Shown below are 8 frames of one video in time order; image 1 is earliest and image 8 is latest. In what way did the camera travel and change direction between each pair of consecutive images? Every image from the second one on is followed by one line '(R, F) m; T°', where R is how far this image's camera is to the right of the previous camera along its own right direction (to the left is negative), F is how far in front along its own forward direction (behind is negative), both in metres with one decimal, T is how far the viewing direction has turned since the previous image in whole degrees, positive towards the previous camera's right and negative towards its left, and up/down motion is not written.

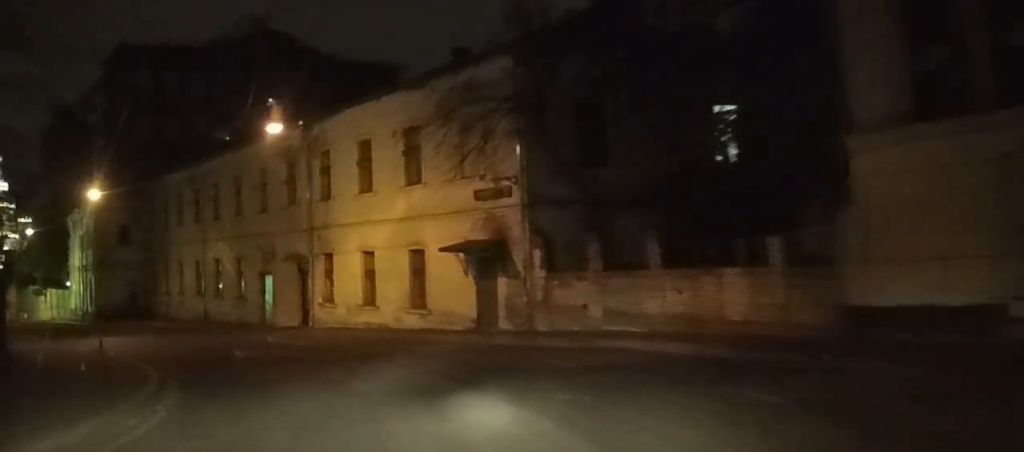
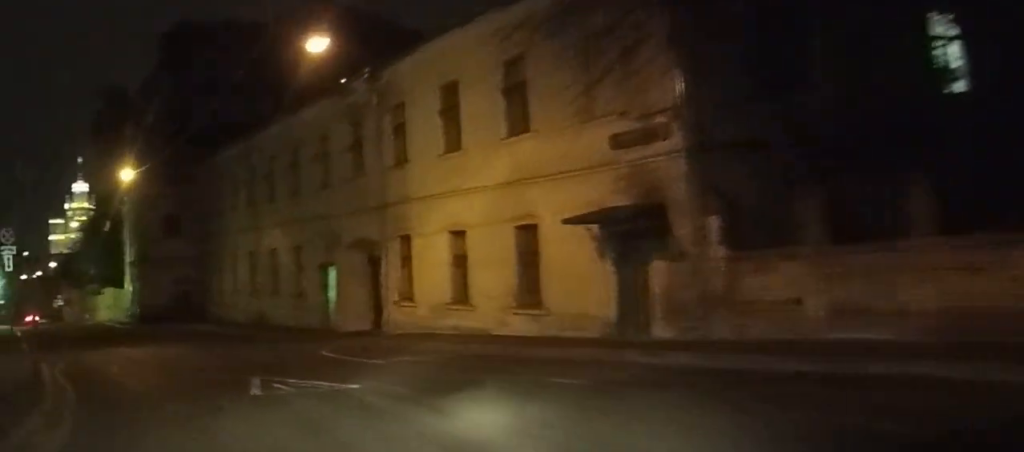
(-0.5, +7.9) m; -8°
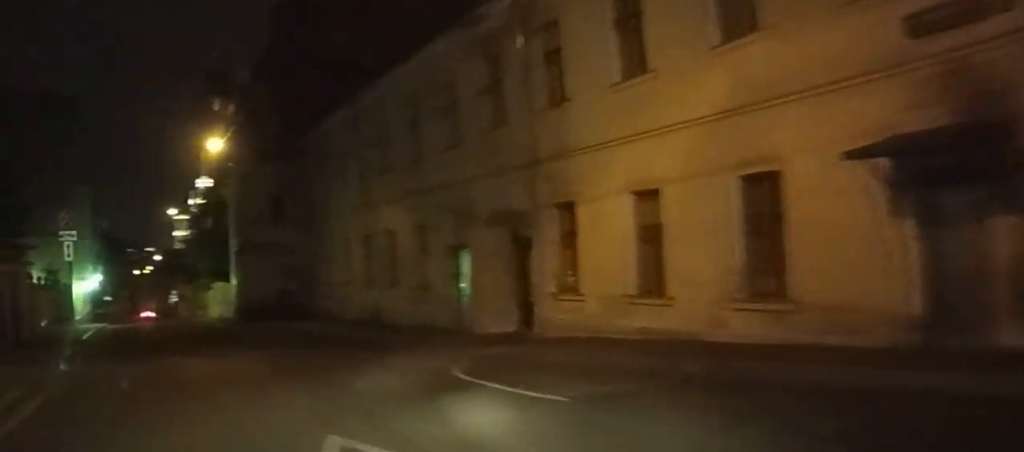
(-0.5, +7.2) m; -6°
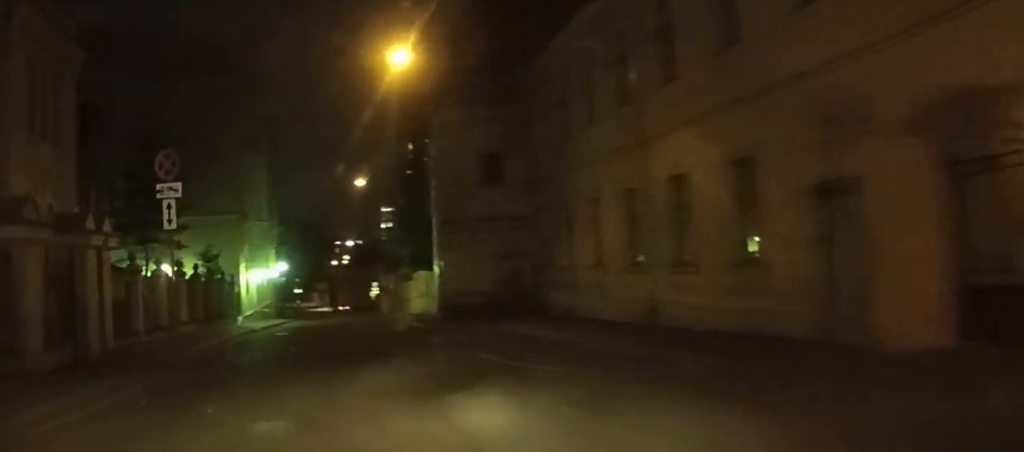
(-0.9, +12.2) m; -7°
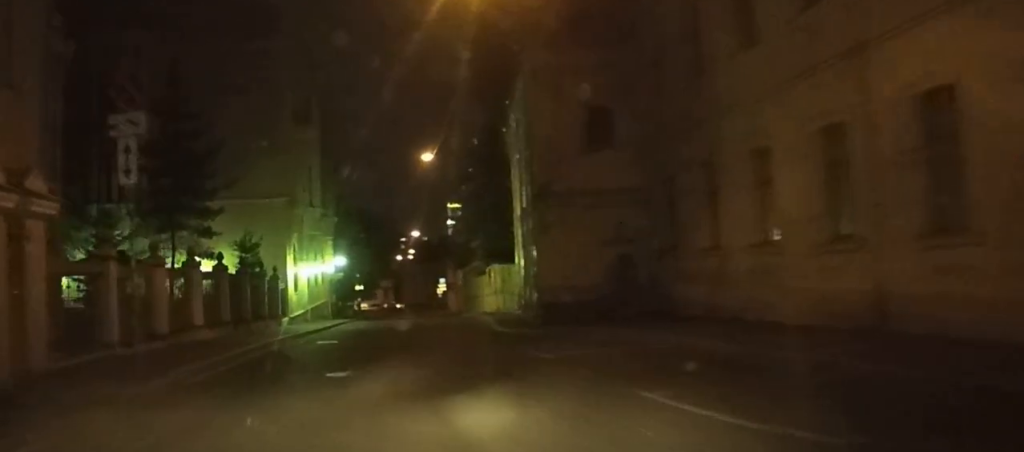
(-0.2, +8.2) m; -4°
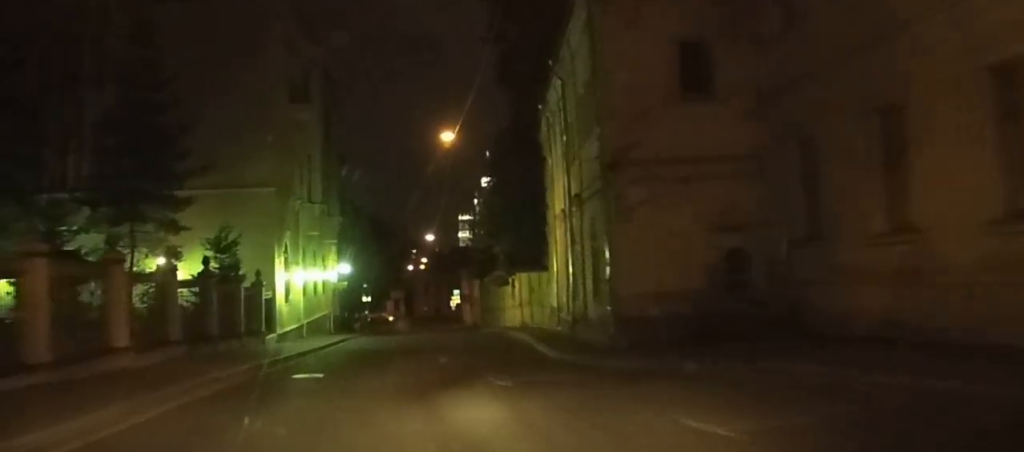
(-0.1, +8.0) m; -4°
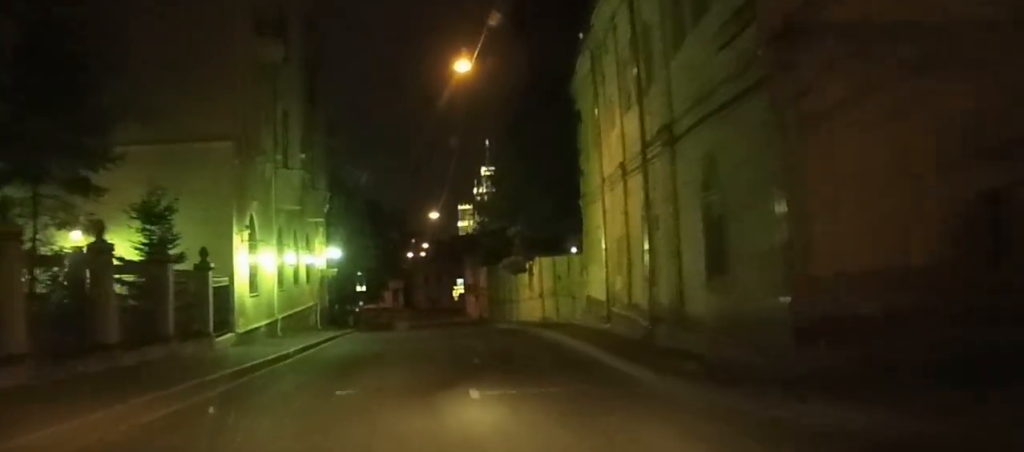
(-0.6, +8.9) m; -1°
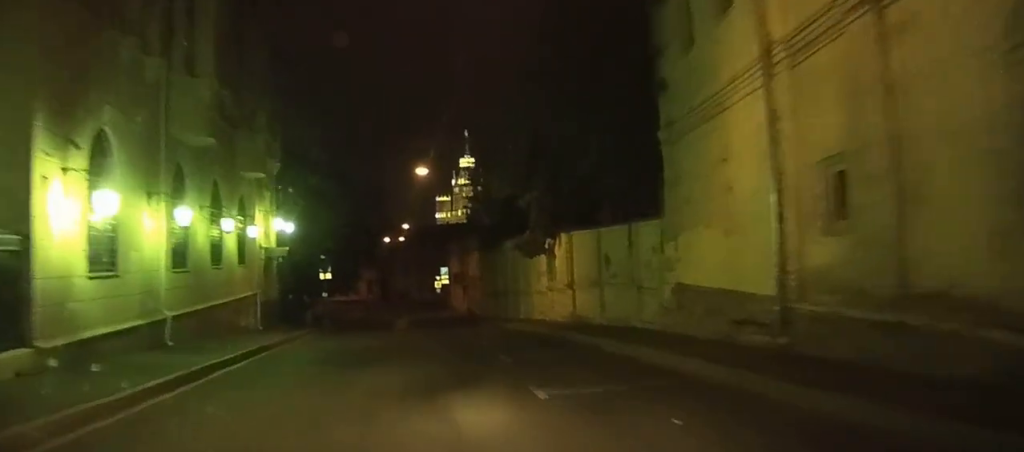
(+0.9, +14.0) m; +4°
